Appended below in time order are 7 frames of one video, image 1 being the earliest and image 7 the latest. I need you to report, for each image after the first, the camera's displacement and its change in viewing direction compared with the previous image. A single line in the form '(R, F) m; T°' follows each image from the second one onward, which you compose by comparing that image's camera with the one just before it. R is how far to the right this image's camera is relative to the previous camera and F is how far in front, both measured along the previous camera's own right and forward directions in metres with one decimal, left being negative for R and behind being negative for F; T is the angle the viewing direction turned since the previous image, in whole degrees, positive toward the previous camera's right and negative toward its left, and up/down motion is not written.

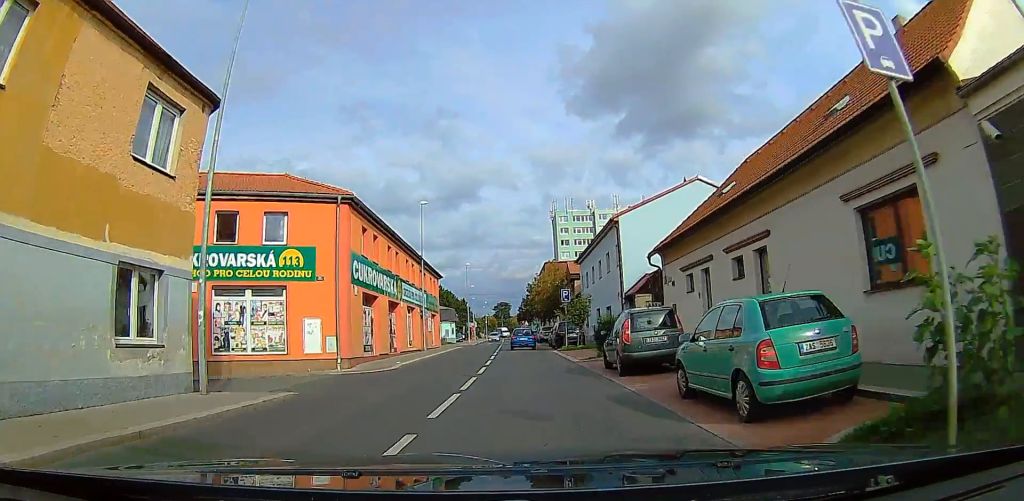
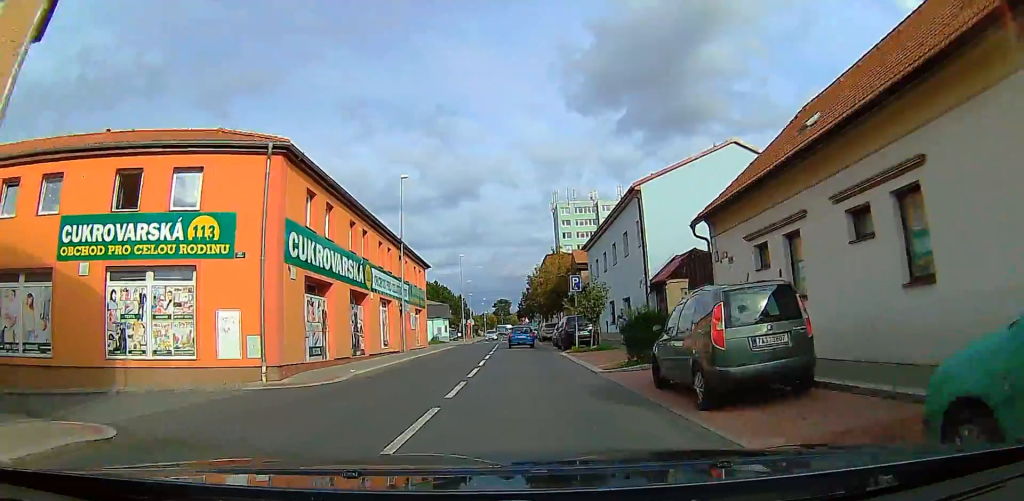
(0.0, +7.4) m; 0°
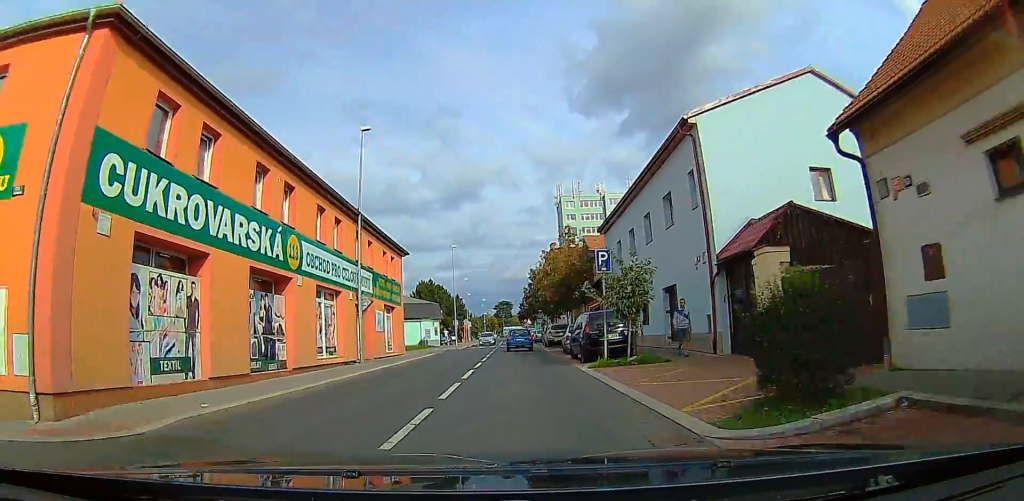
(0.0, +10.1) m; 0°
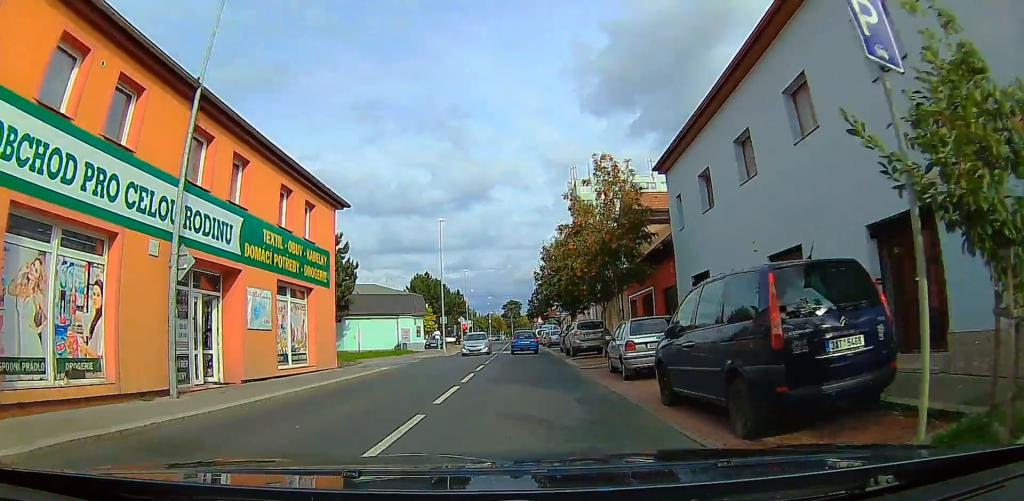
(-0.1, +15.7) m; 0°
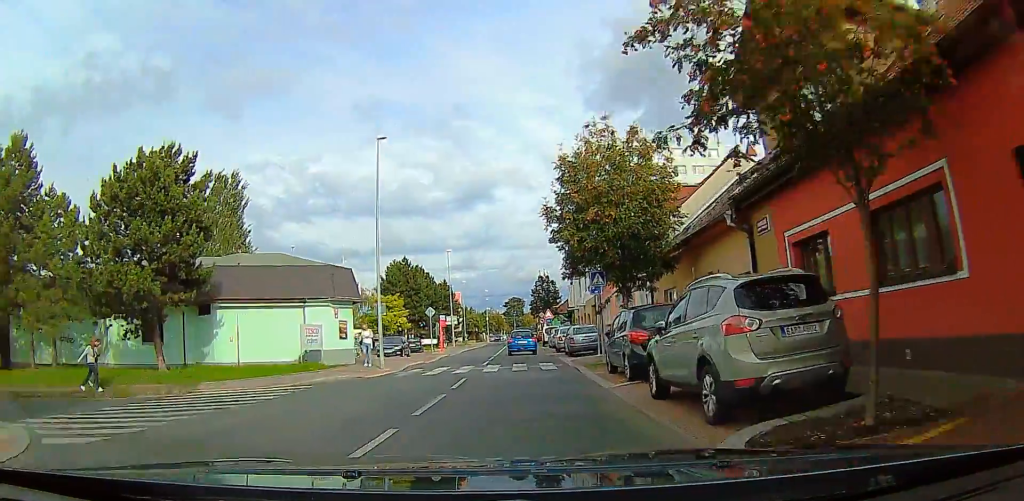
(0.0, +19.7) m; +1°
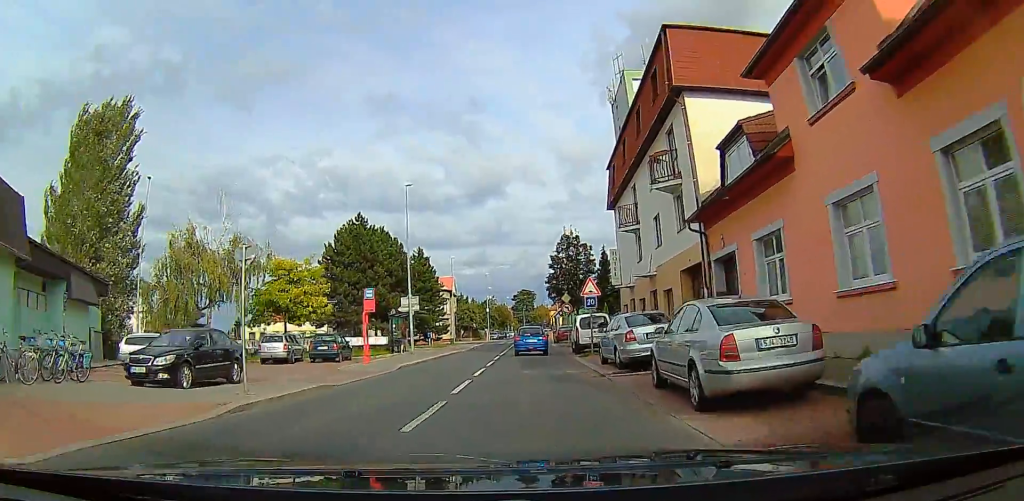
(+0.2, +24.6) m; 0°
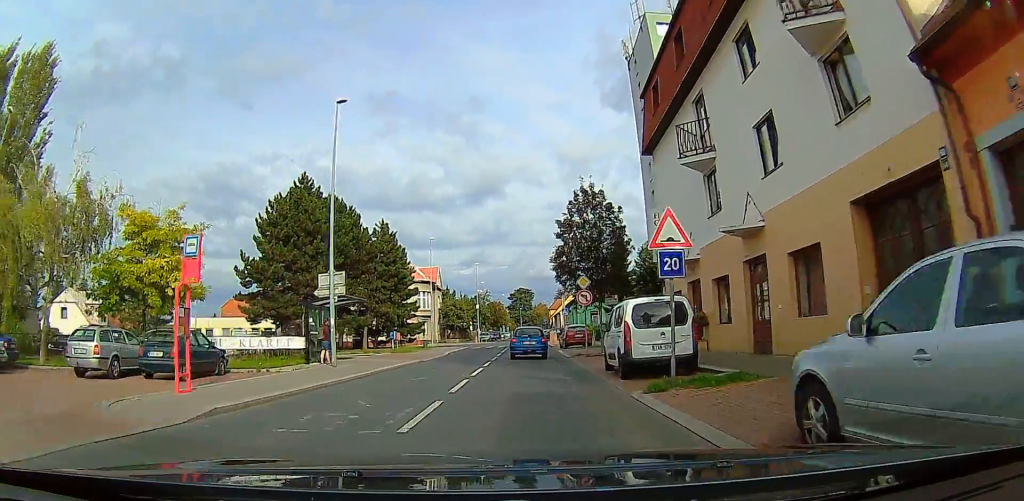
(0.0, +13.1) m; 0°
